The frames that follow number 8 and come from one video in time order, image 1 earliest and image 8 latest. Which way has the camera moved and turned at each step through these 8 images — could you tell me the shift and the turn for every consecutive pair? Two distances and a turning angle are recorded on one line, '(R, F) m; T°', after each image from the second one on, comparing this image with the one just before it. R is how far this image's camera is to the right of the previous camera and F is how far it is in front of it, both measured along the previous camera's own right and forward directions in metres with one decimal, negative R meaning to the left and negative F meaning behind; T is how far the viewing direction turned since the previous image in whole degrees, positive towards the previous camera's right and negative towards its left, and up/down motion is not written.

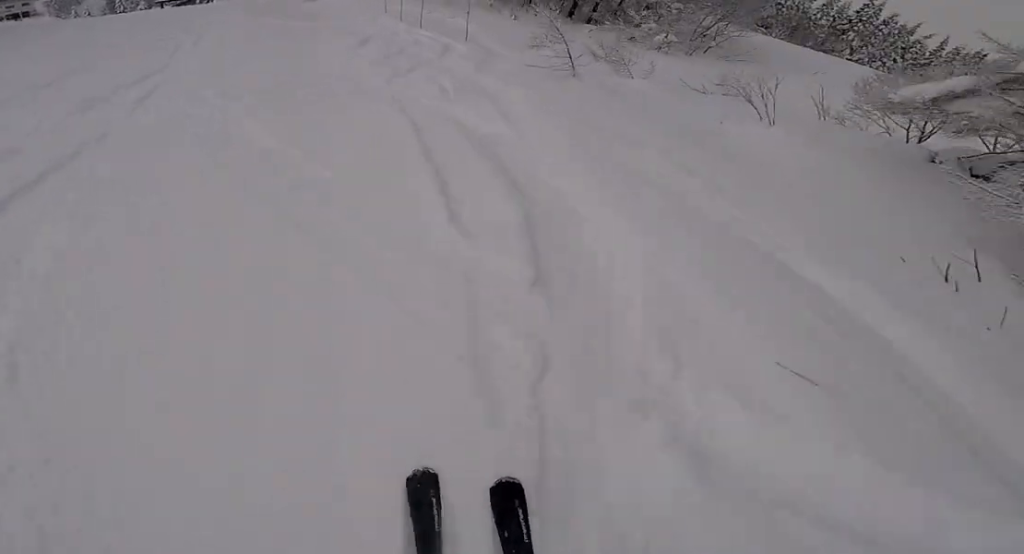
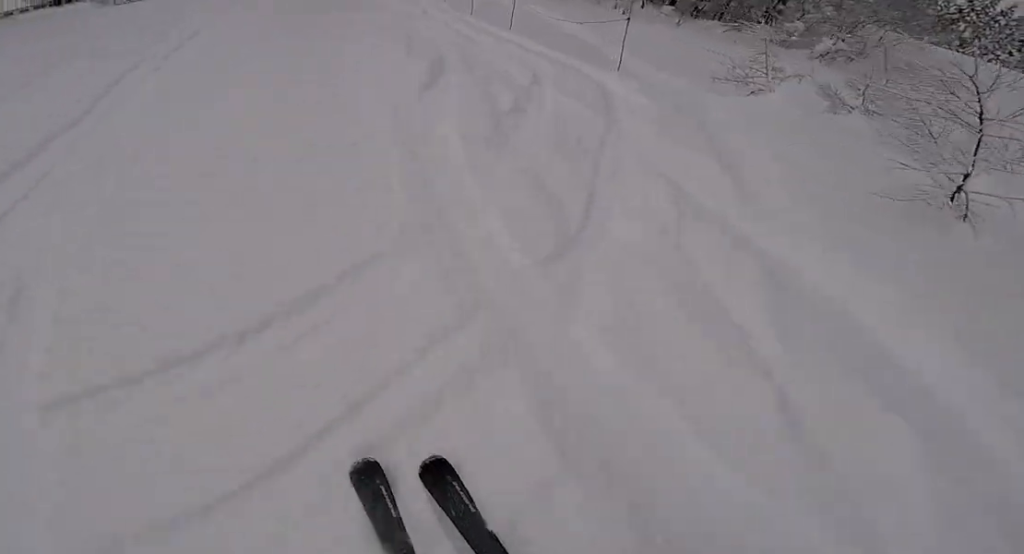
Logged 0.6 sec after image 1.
(-0.3, +5.5) m; -4°
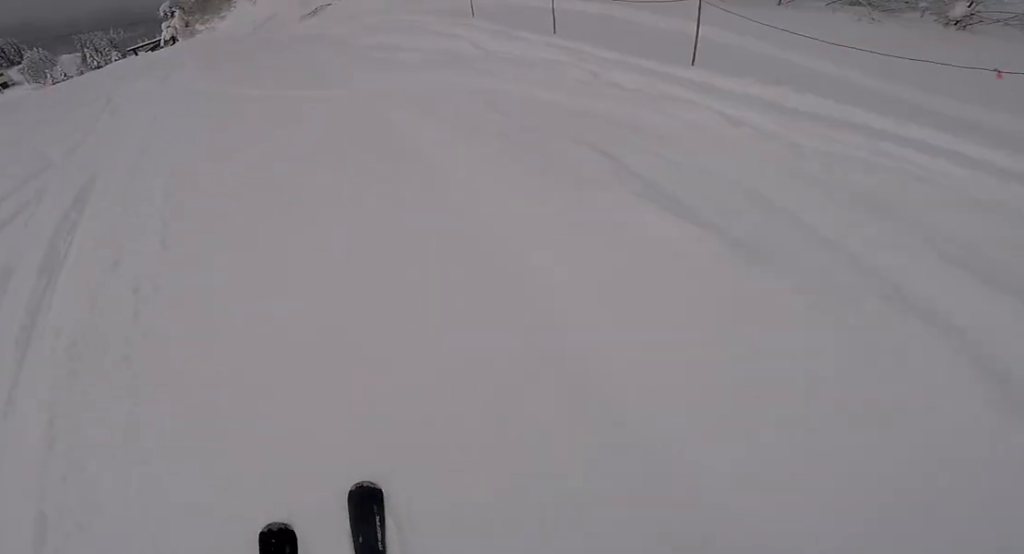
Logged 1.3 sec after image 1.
(-0.3, +5.3) m; -3°
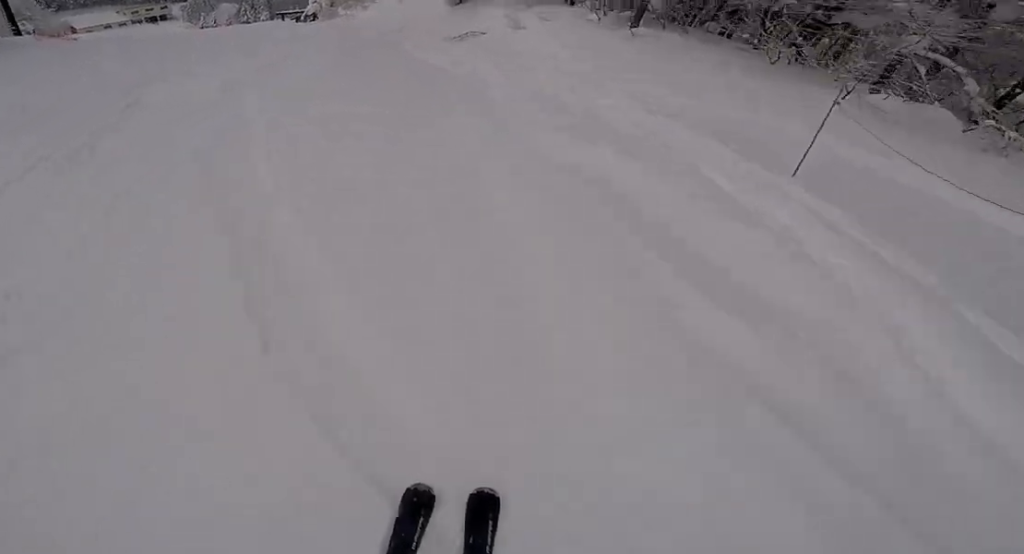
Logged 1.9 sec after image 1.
(0.0, +5.2) m; -1°
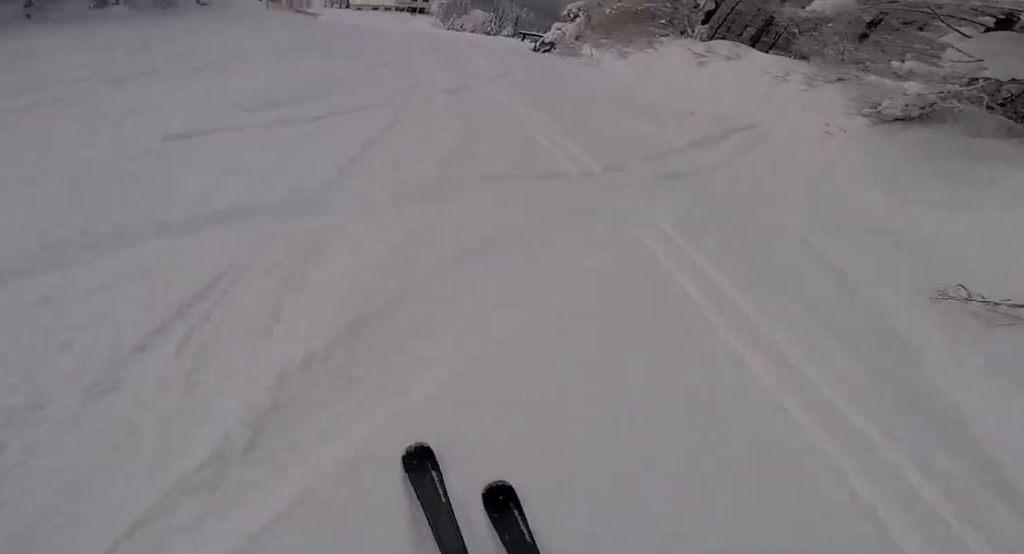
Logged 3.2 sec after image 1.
(-0.2, +10.5) m; -12°
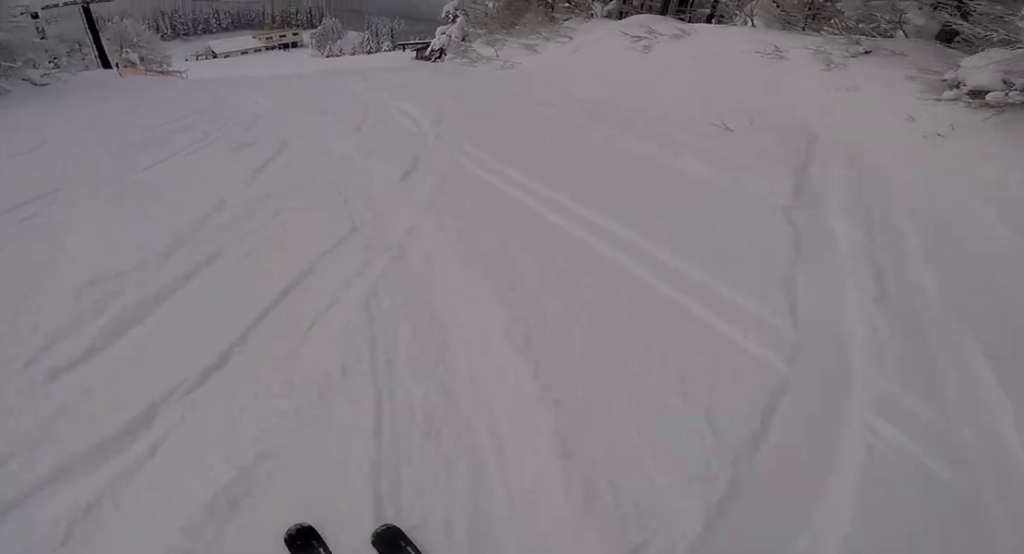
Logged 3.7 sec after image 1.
(-0.7, +3.5) m; -7°
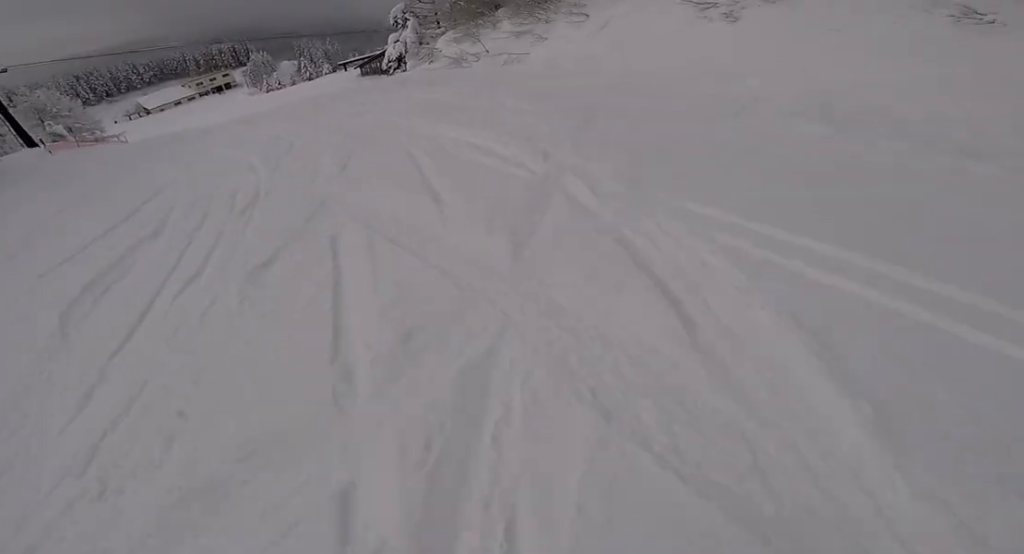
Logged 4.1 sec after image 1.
(-0.2, +3.7) m; -8°
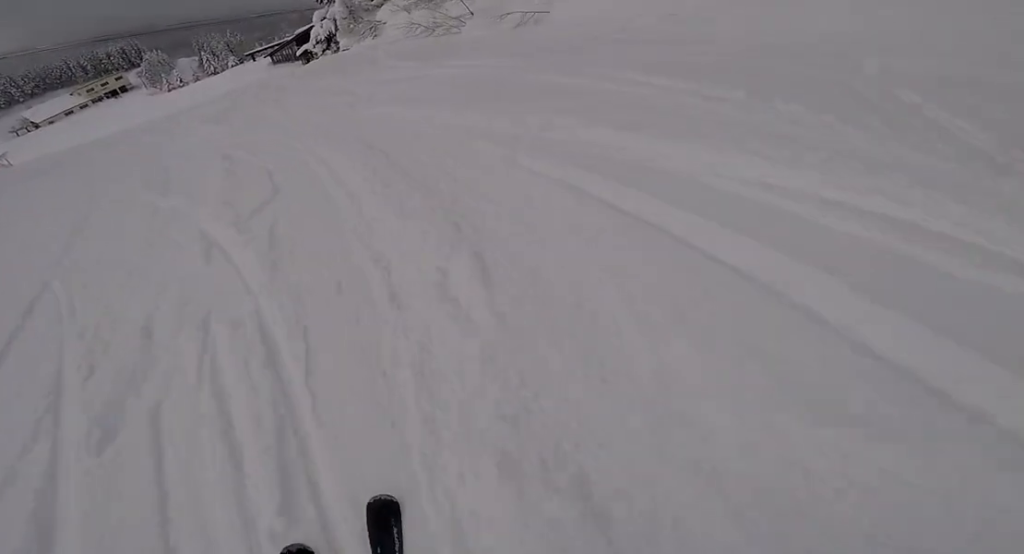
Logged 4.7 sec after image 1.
(-0.4, +4.5) m; +5°
